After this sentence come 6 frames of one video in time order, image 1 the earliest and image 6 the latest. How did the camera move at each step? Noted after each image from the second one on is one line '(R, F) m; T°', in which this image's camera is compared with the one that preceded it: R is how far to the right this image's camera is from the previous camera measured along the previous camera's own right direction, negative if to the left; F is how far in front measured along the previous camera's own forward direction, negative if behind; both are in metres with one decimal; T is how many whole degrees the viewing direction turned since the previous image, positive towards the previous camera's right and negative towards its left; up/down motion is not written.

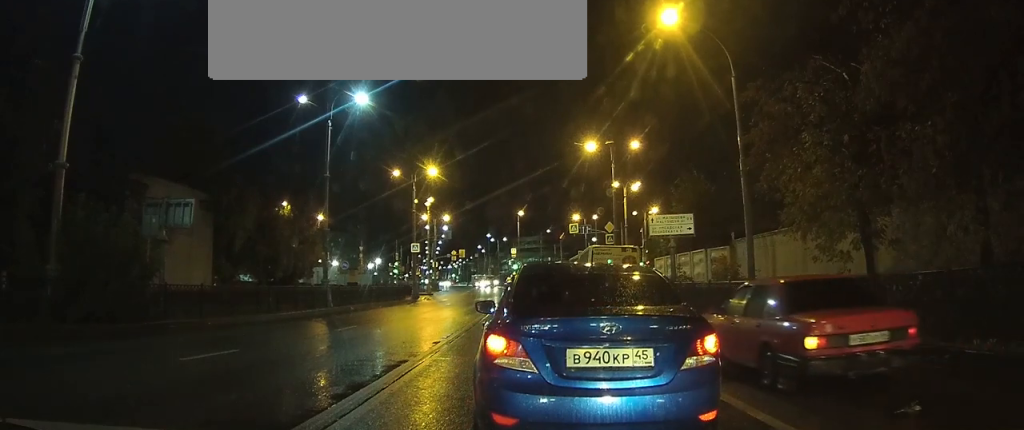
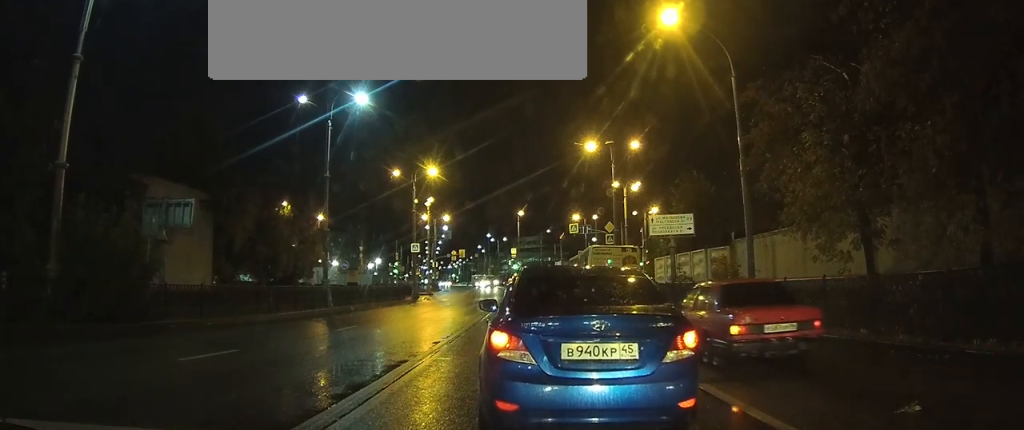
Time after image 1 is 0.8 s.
(0.0, 0.0) m; 0°
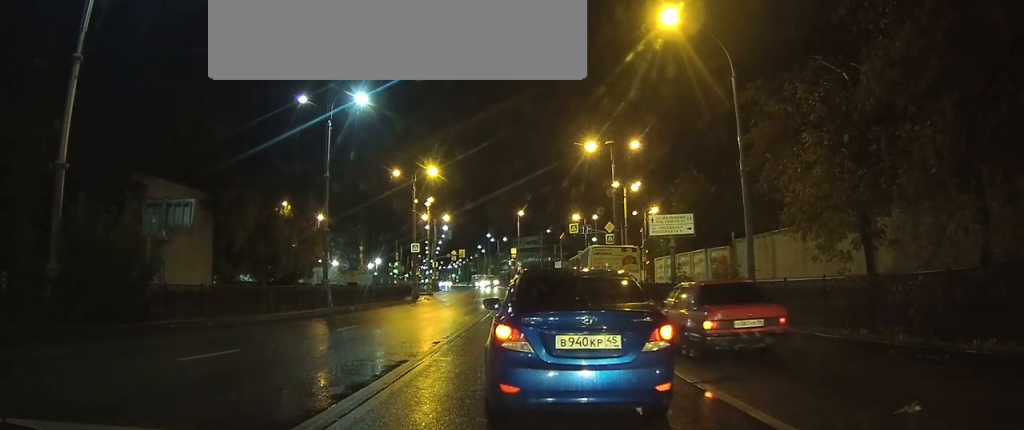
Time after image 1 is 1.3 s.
(0.0, 0.0) m; 0°
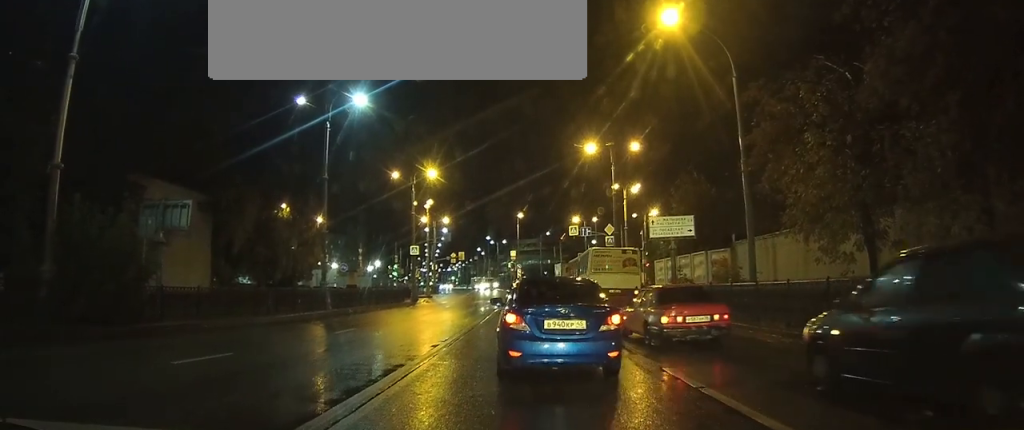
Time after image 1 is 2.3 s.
(0.0, 0.0) m; 0°
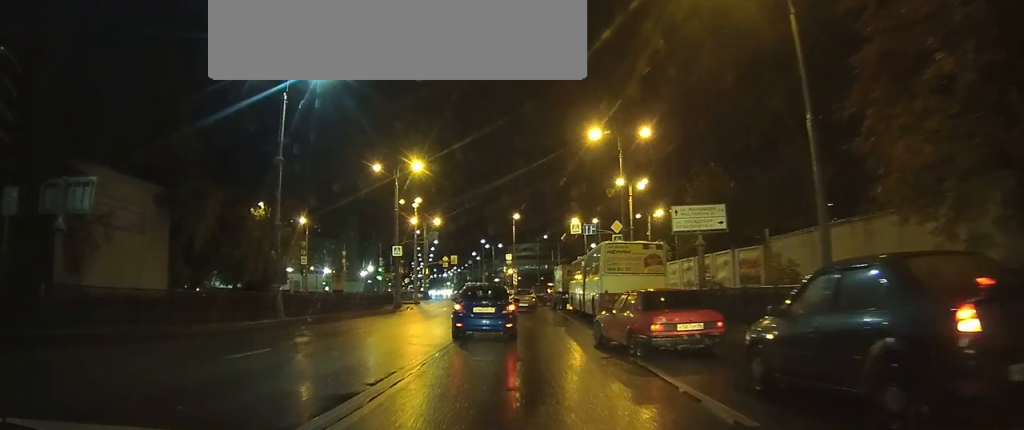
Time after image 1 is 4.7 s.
(-0.1, +5.9) m; -3°
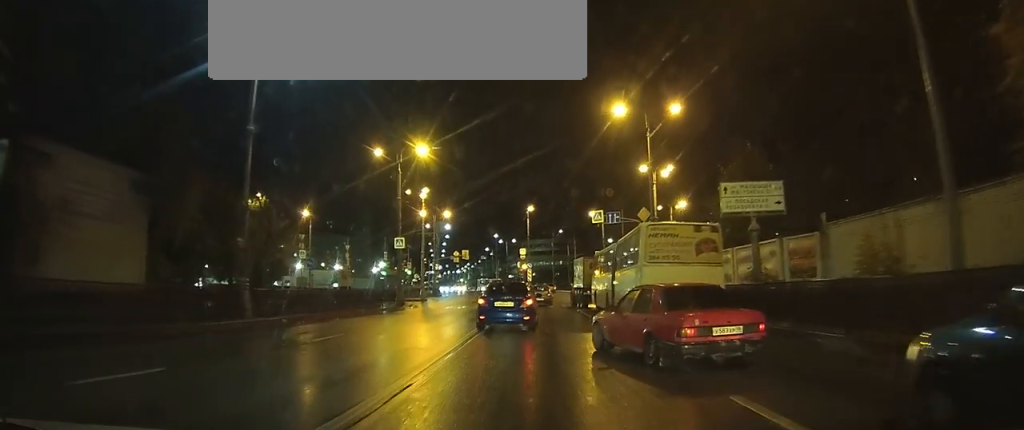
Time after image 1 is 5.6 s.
(0.0, +3.6) m; 0°
